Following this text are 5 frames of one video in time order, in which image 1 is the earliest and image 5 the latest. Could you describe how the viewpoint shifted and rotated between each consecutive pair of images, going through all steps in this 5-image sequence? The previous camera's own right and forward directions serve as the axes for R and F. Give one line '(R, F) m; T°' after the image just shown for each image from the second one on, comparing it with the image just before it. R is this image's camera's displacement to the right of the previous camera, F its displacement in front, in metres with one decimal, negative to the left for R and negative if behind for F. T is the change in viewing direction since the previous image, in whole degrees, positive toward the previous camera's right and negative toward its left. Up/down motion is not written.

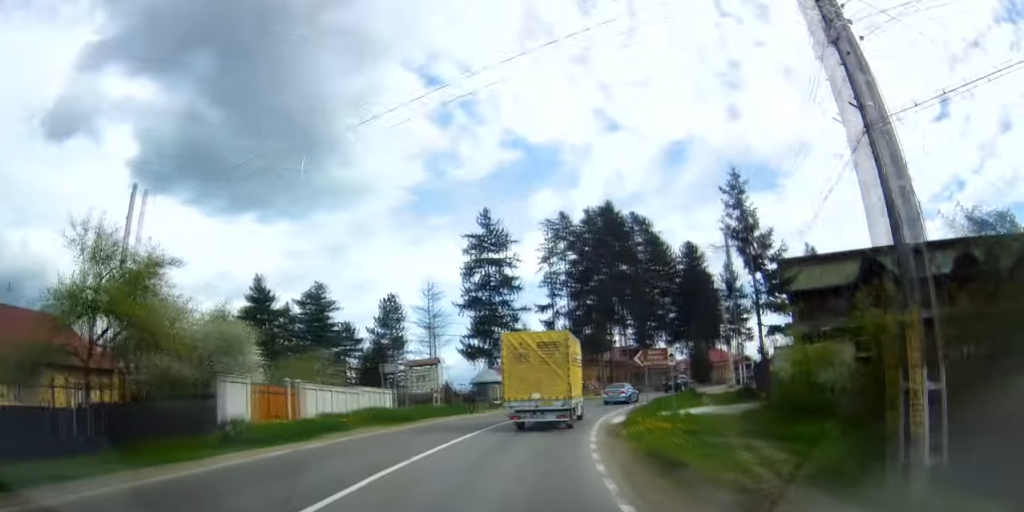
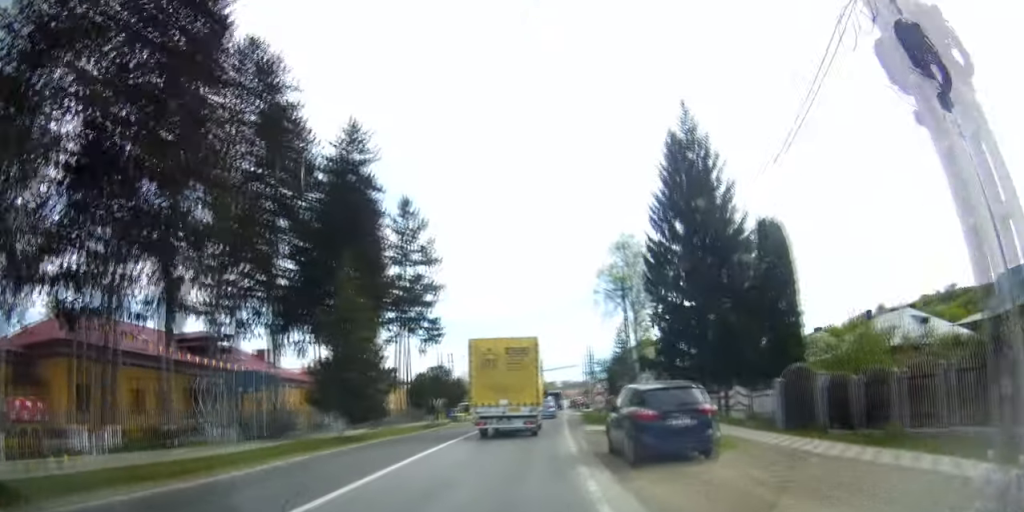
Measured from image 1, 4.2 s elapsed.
(+20.7, +48.4) m; +41°
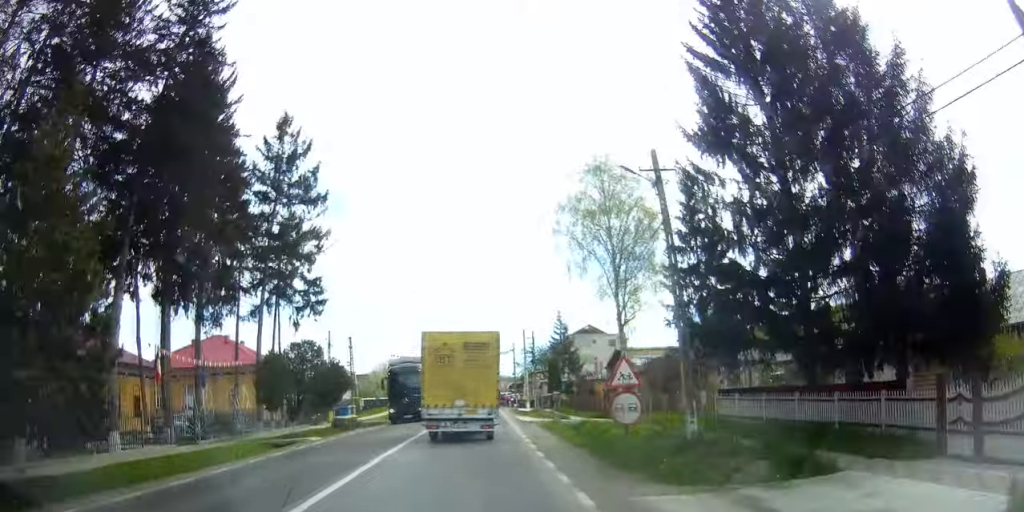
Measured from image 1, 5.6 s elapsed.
(+0.6, +18.7) m; +6°
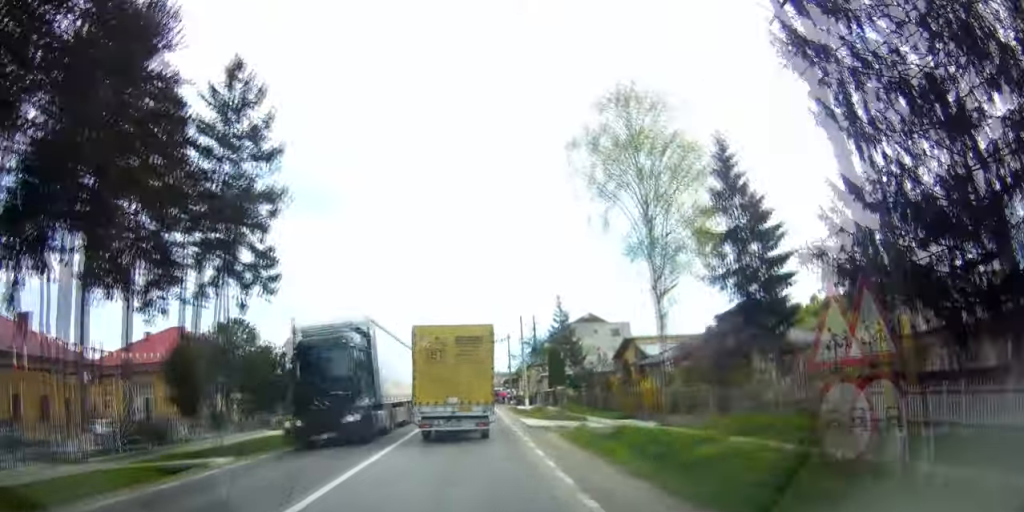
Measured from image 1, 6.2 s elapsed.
(+0.1, +9.0) m; +5°
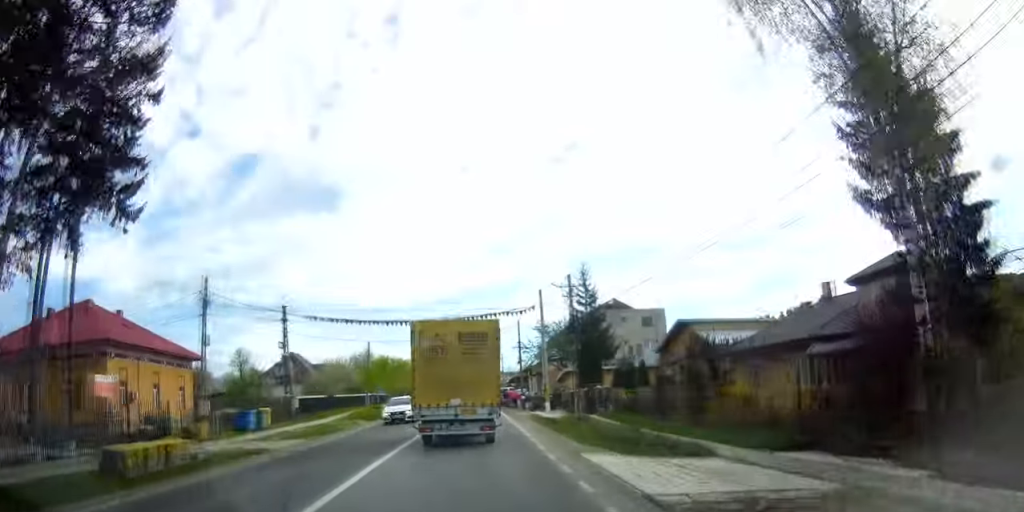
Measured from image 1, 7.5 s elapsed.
(+1.6, +17.1) m; +7°
